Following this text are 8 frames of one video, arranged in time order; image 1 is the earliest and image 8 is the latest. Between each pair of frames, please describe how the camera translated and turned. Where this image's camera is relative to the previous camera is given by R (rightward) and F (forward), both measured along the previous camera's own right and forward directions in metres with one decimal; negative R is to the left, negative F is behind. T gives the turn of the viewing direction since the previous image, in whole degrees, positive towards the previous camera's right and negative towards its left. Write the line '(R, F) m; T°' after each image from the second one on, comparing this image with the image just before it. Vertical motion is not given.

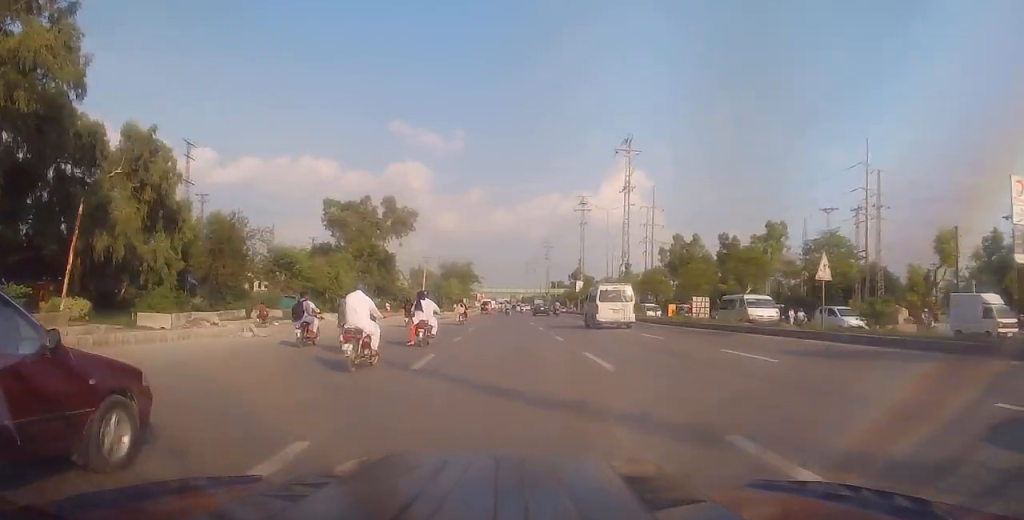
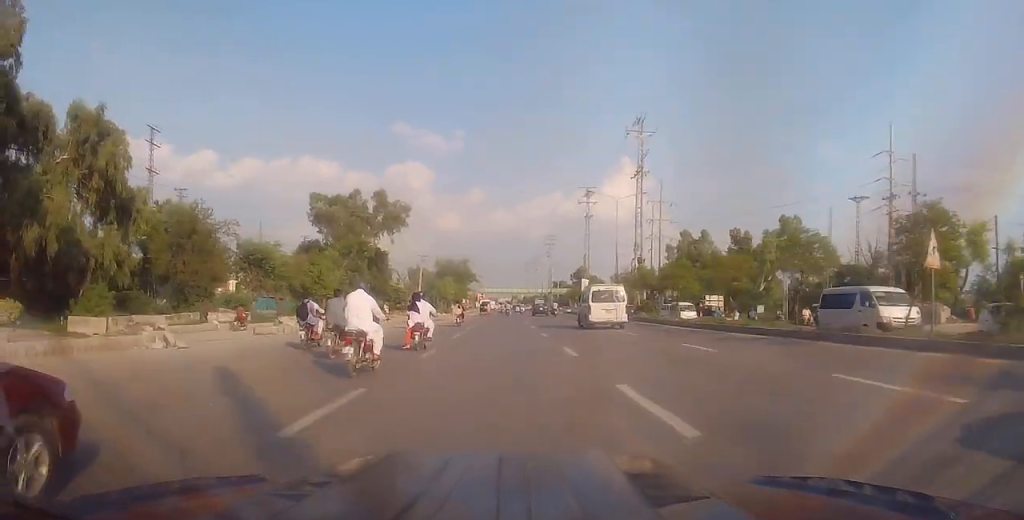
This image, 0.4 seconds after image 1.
(-0.1, +6.0) m; 0°
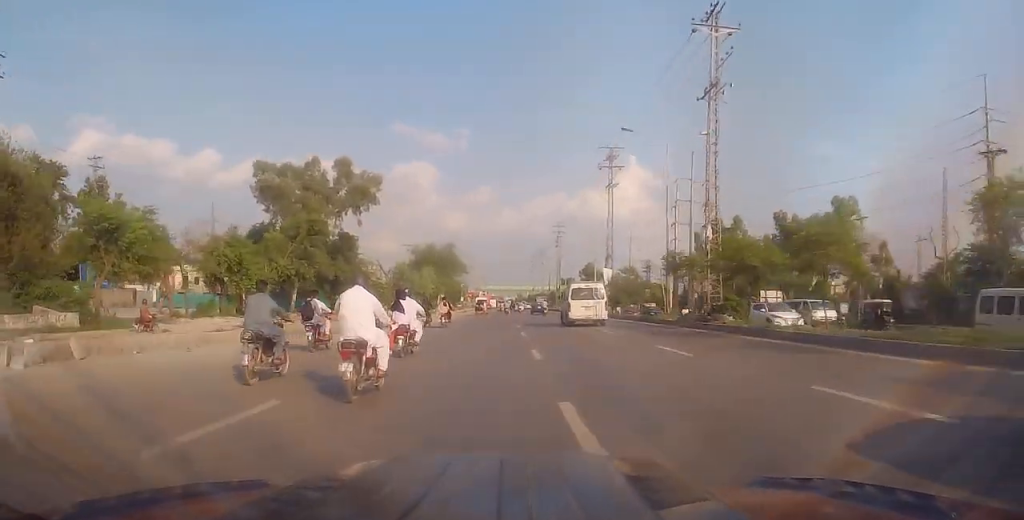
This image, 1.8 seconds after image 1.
(+0.1, +18.7) m; -2°
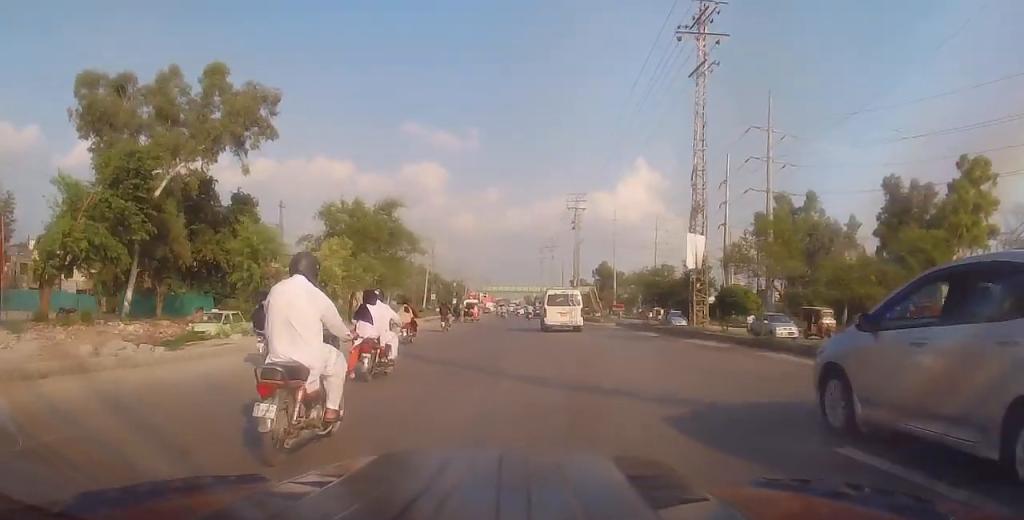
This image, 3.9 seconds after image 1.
(-0.9, +29.5) m; -2°
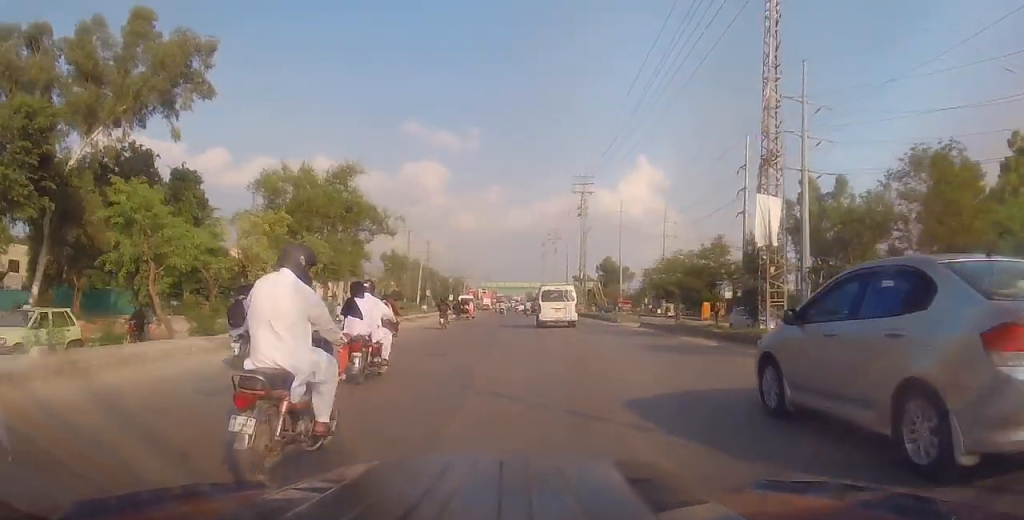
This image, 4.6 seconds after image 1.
(-0.1, +8.6) m; +1°
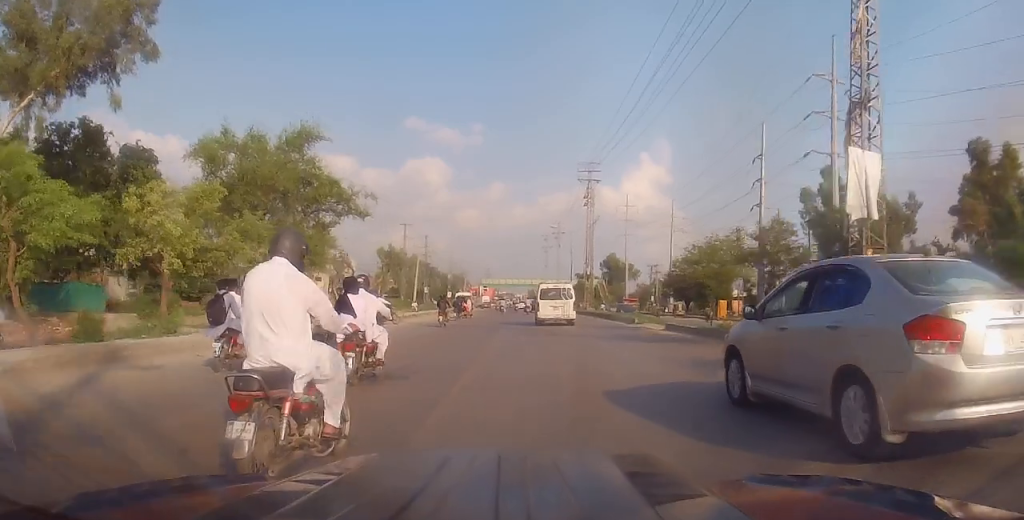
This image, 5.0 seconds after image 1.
(+0.2, +5.6) m; +1°
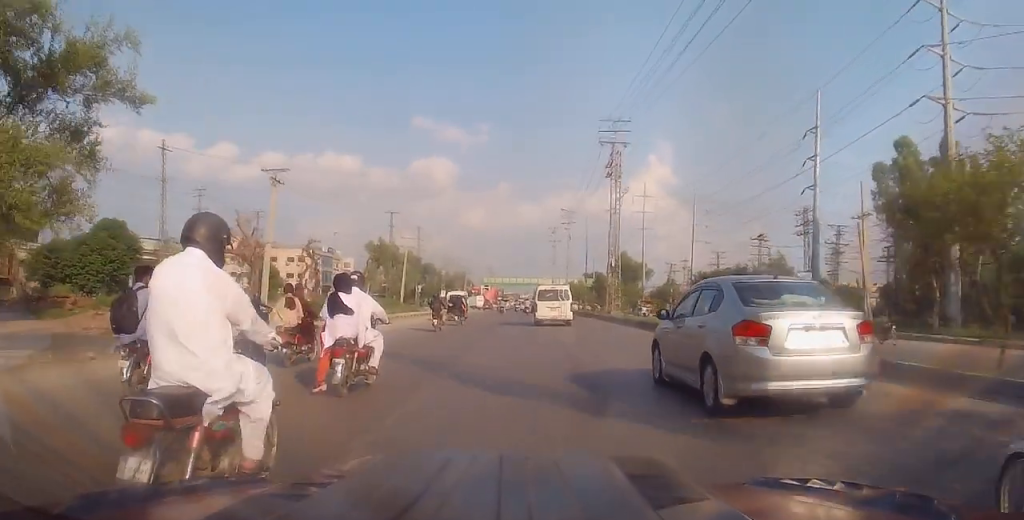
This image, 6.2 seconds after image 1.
(+0.1, +15.4) m; 0°
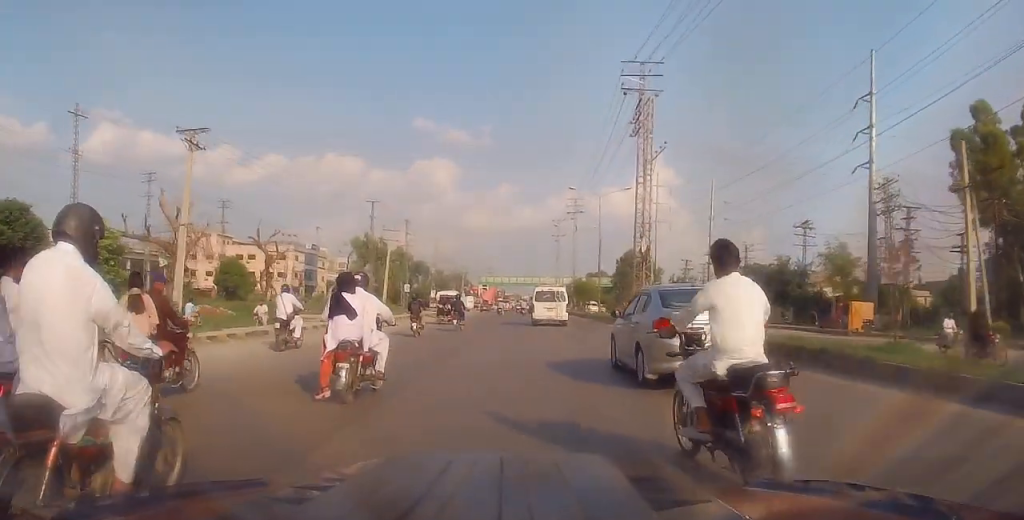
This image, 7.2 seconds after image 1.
(-0.1, +12.5) m; -2°
